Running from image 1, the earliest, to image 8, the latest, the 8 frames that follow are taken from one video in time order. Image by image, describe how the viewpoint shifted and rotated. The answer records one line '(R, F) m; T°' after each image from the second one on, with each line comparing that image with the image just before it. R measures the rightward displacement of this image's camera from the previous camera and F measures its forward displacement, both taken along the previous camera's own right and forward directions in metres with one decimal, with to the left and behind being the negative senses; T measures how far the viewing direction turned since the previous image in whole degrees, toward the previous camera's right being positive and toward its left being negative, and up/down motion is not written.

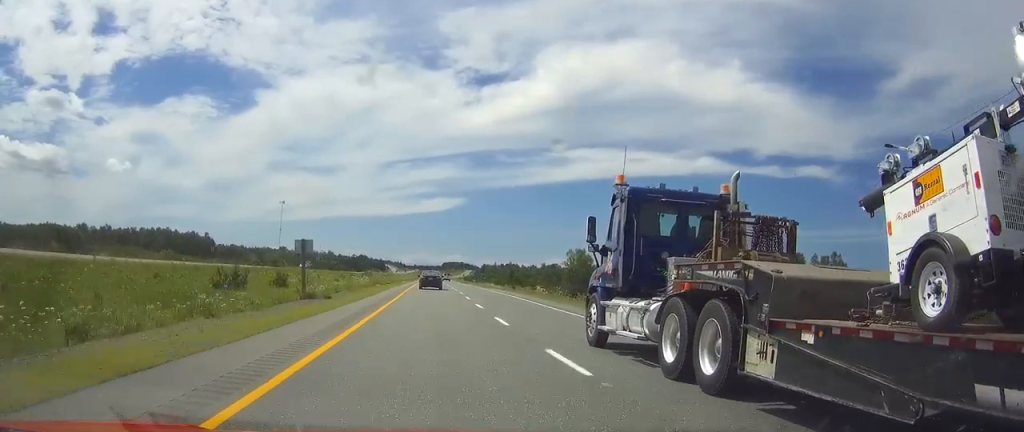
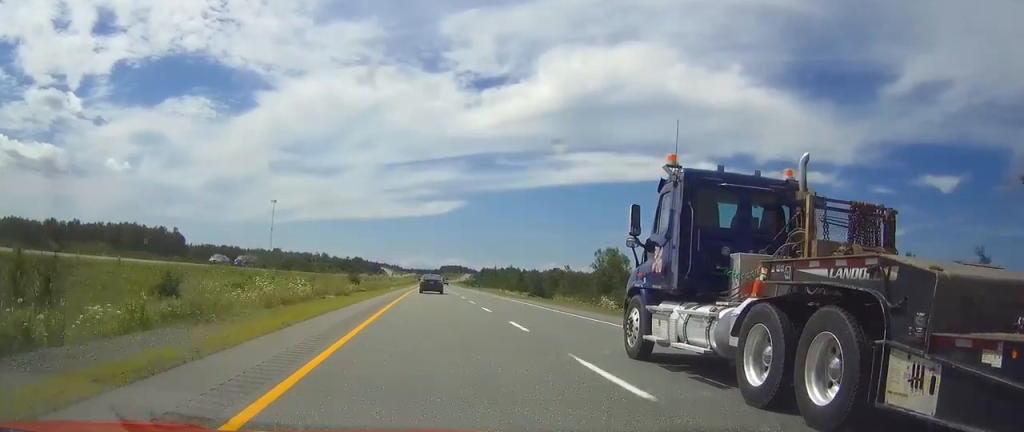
(0.0, +29.4) m; 0°
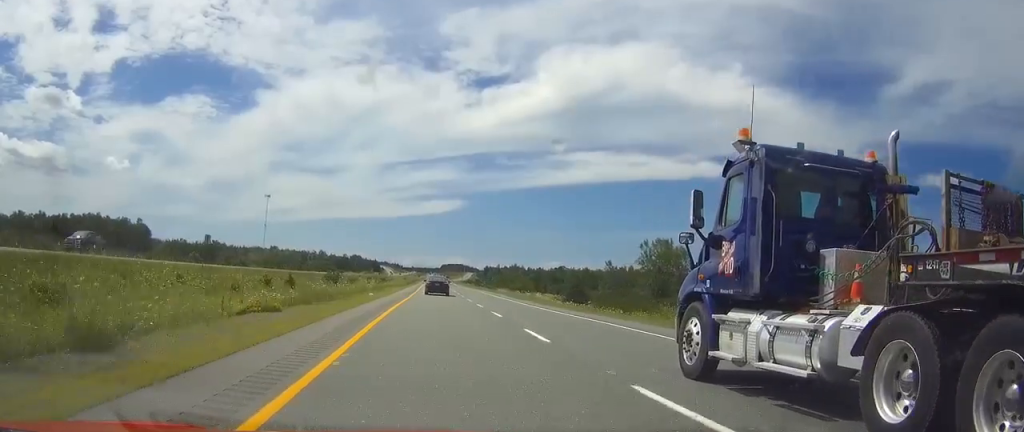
(+0.1, +29.4) m; 0°
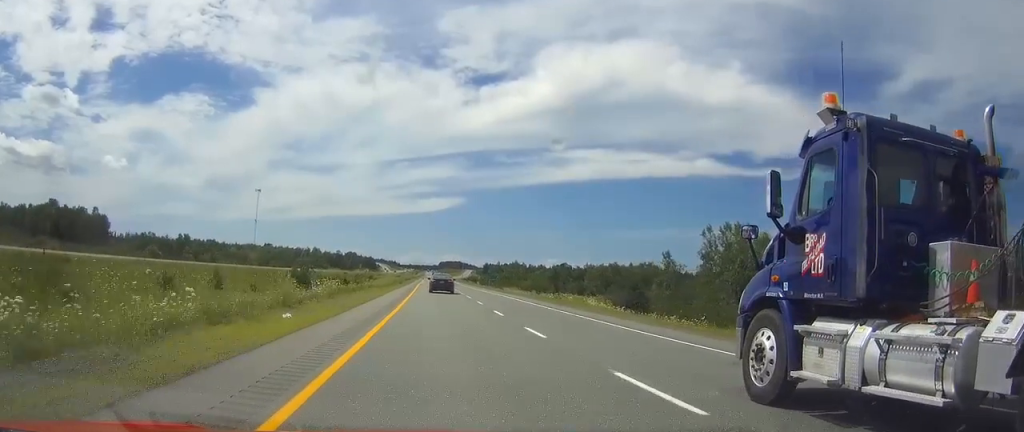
(-0.1, +26.1) m; 0°
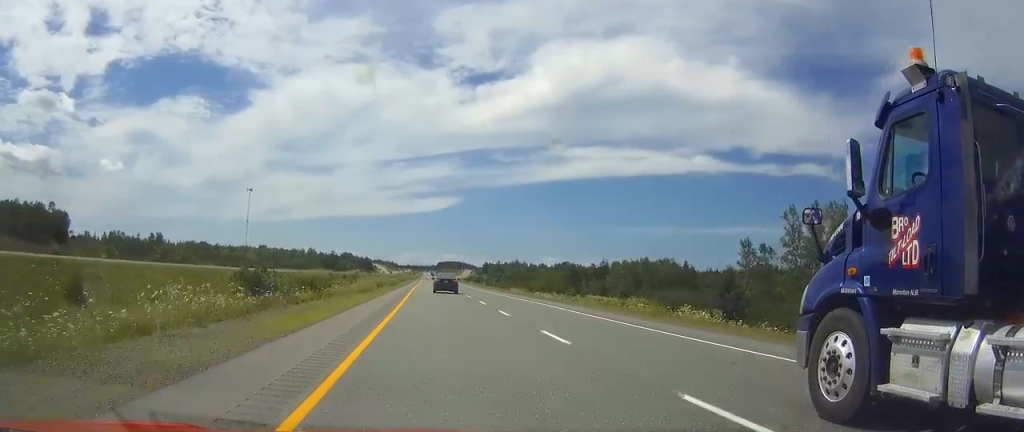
(0.0, +20.6) m; 0°
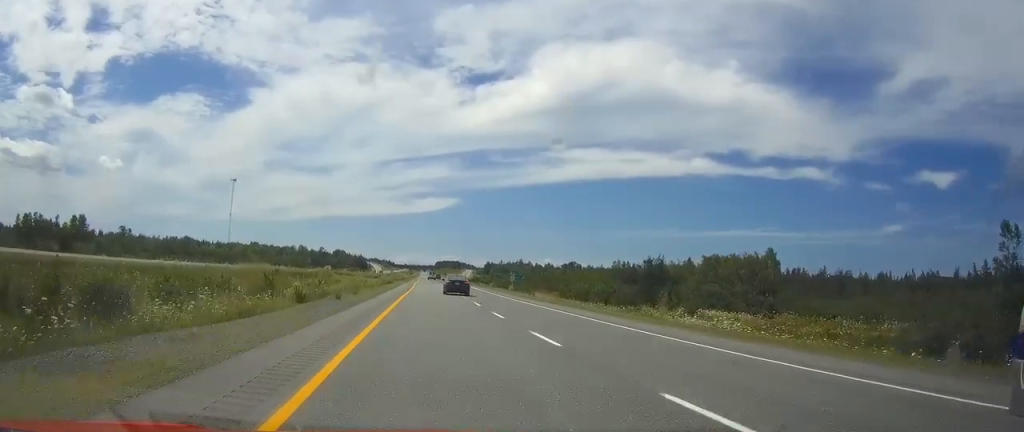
(0.0, +45.6) m; 0°
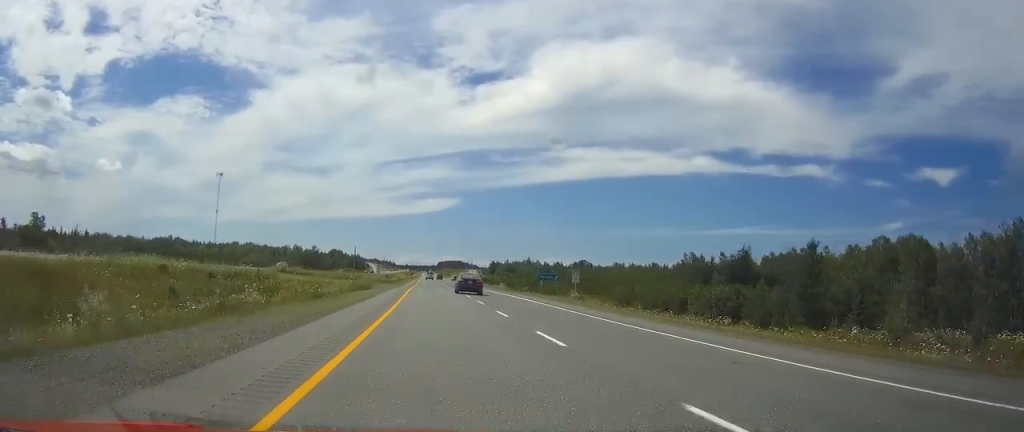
(0.0, +37.9) m; 0°
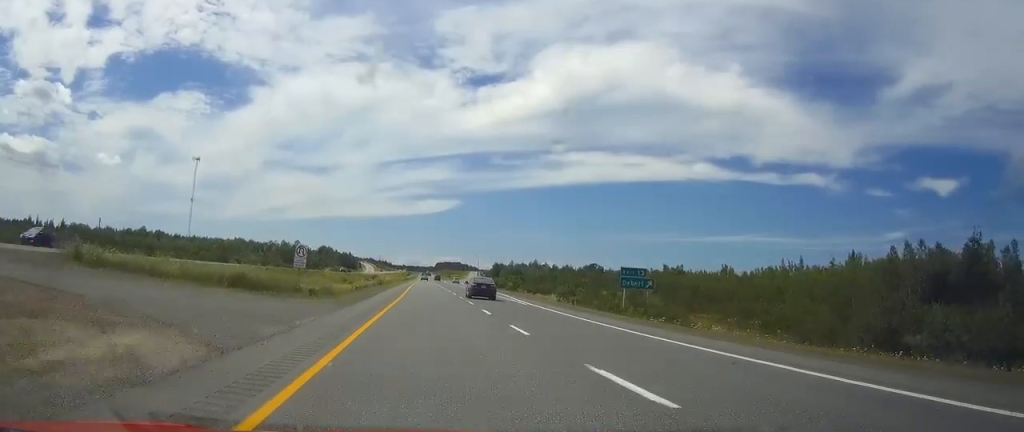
(0.0, +50.8) m; 0°
